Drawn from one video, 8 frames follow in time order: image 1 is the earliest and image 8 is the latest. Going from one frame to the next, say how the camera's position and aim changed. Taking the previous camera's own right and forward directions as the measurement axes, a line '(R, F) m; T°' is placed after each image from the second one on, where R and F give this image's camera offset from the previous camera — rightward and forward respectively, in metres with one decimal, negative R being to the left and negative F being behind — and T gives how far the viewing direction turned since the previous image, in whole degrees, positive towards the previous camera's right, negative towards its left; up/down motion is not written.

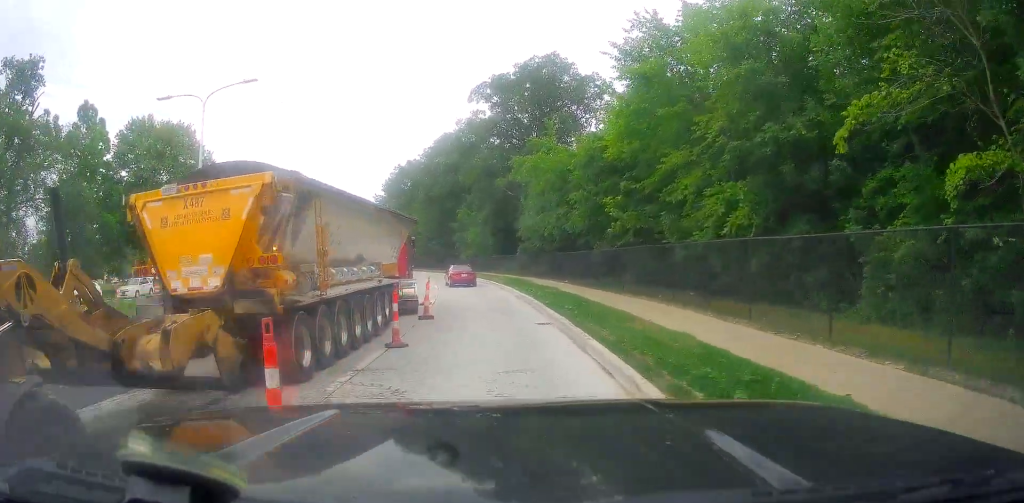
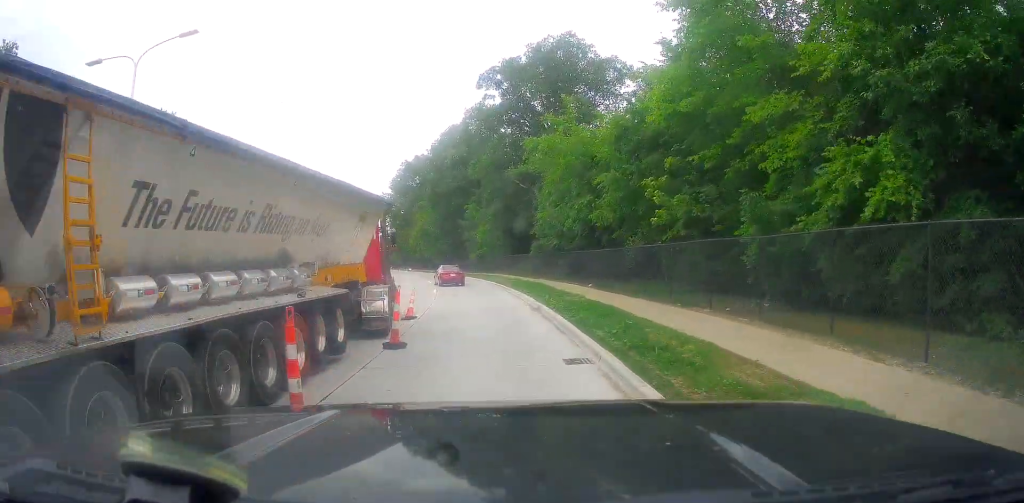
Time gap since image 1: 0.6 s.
(-0.2, +6.1) m; -3°
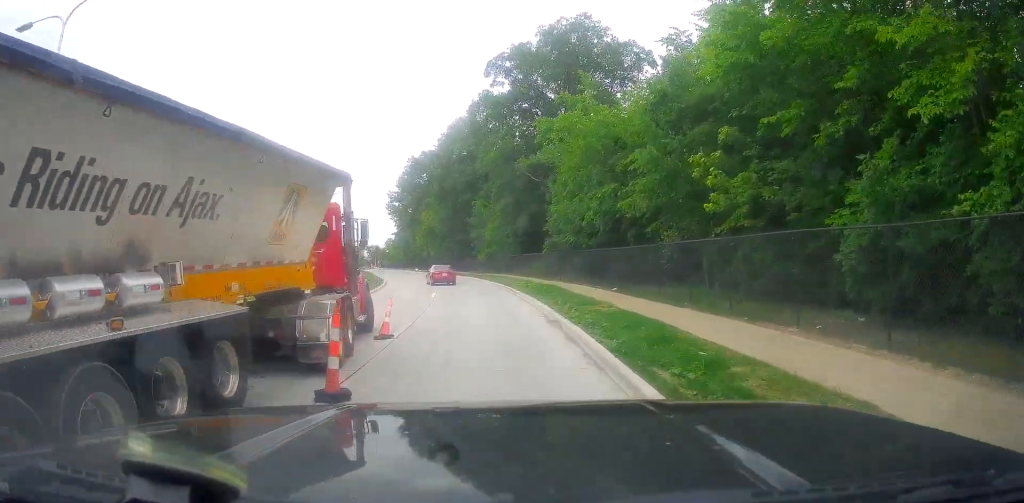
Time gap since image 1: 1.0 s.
(-0.1, +4.7) m; -1°
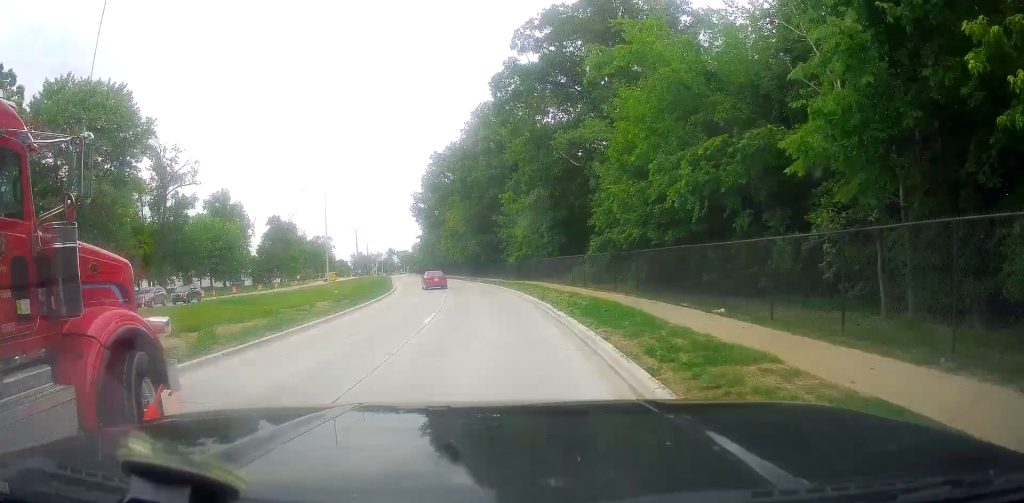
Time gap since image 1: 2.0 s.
(-0.2, +10.6) m; -2°
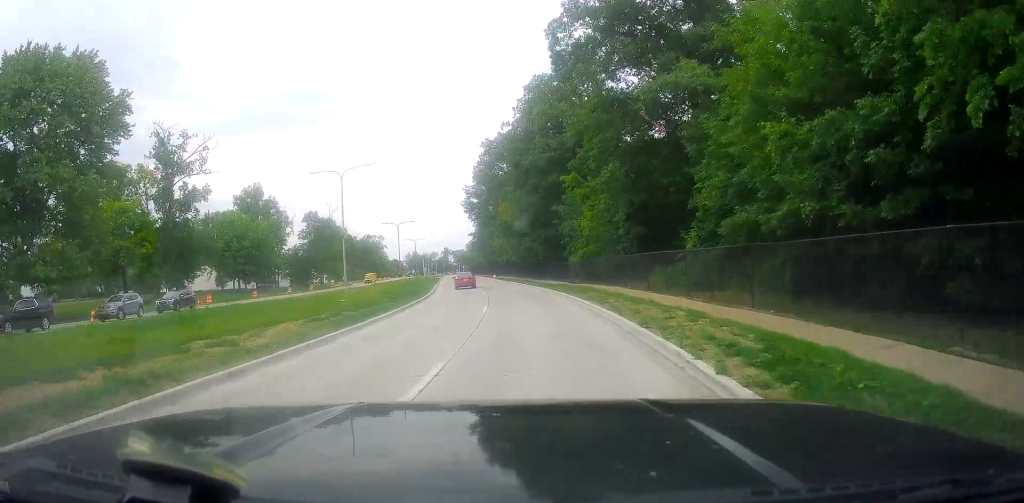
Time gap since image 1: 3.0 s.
(-0.1, +10.9) m; -3°
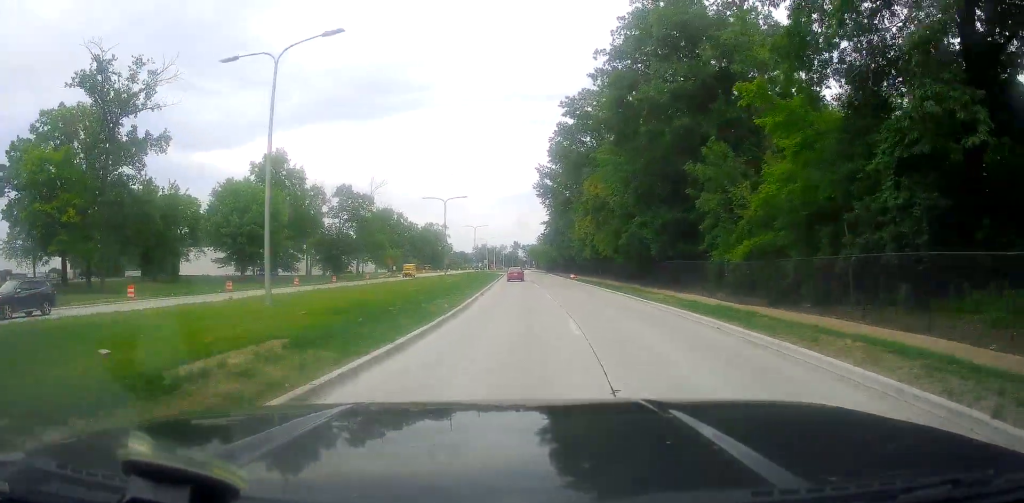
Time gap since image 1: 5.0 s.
(-2.2, +21.9) m; -9°
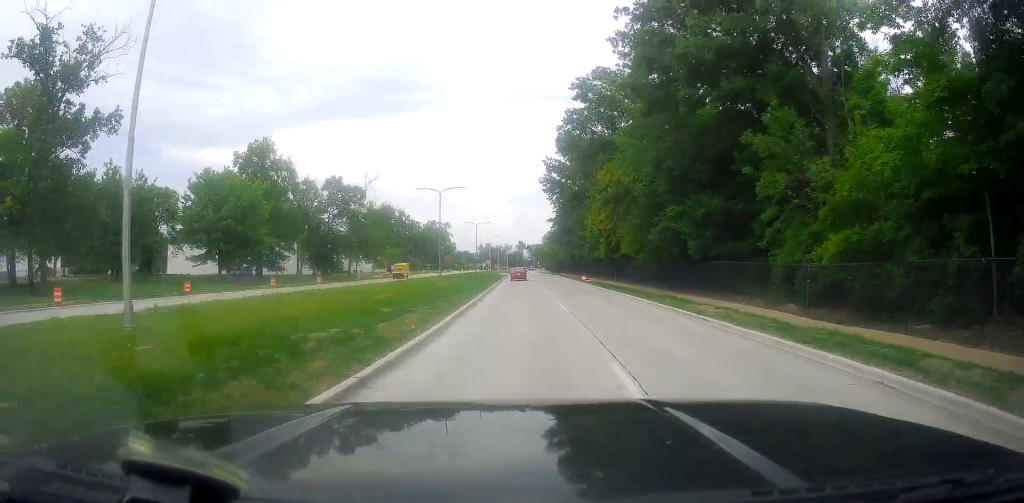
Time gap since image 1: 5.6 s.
(+0.3, +7.5) m; -2°
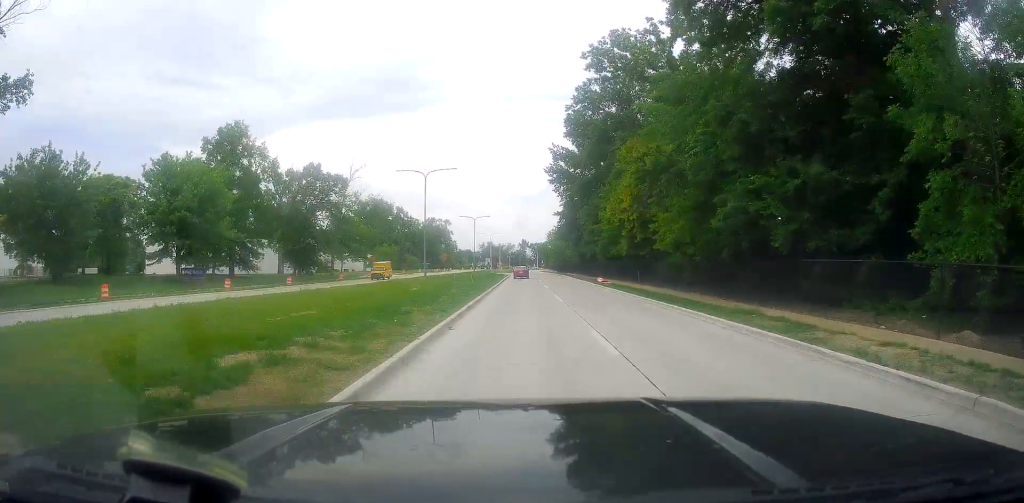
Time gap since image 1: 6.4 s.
(-0.5, +10.2) m; -1°
